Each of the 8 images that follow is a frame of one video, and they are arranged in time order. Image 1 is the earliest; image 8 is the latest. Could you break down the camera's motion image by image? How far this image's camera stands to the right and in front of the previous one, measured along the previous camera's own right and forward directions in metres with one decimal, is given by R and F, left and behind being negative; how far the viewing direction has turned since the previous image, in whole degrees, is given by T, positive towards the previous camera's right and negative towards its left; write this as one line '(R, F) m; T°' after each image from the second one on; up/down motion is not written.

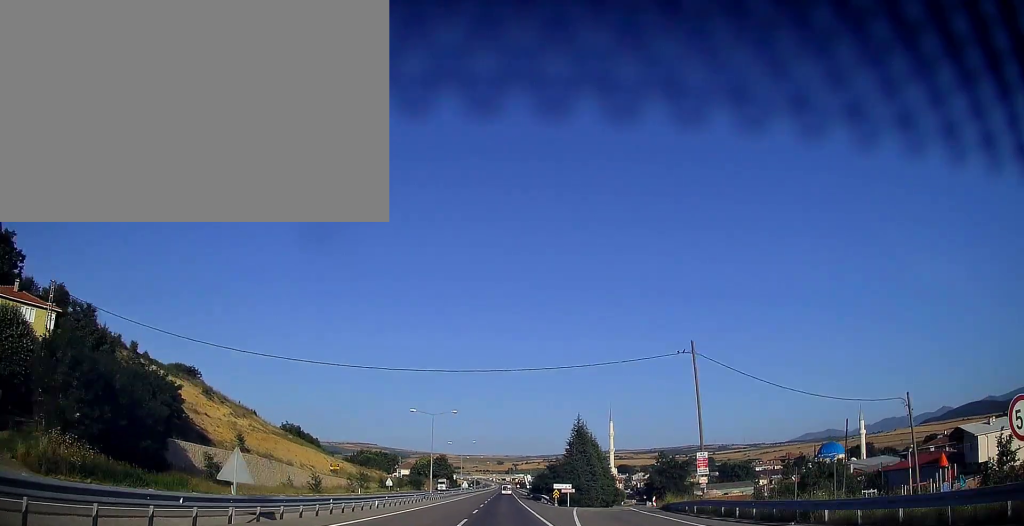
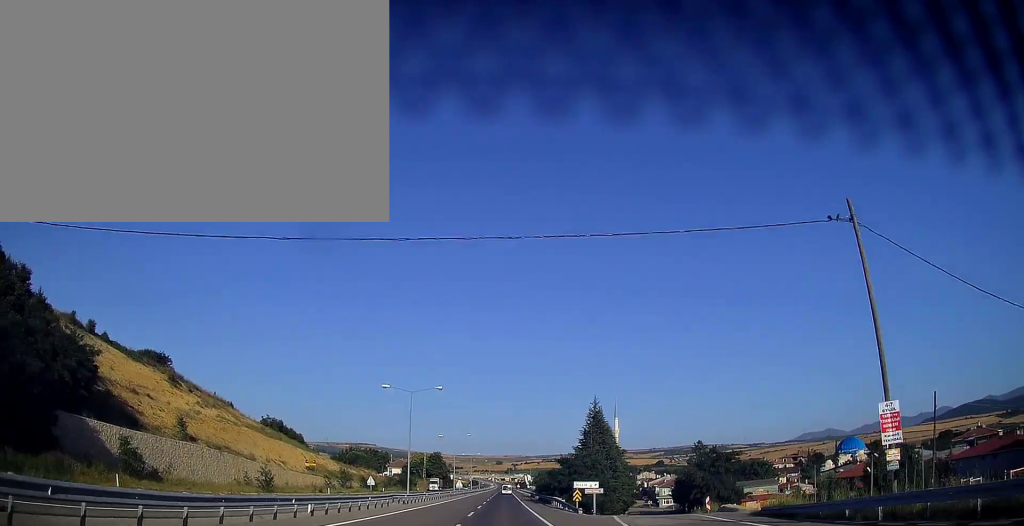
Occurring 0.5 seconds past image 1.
(-0.2, +16.5) m; 0°
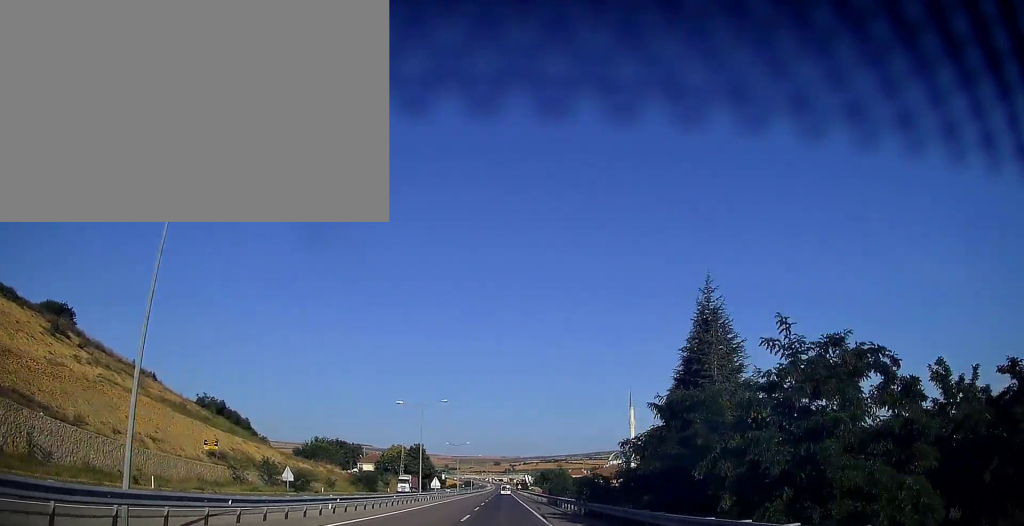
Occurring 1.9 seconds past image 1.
(+0.4, +41.0) m; +1°
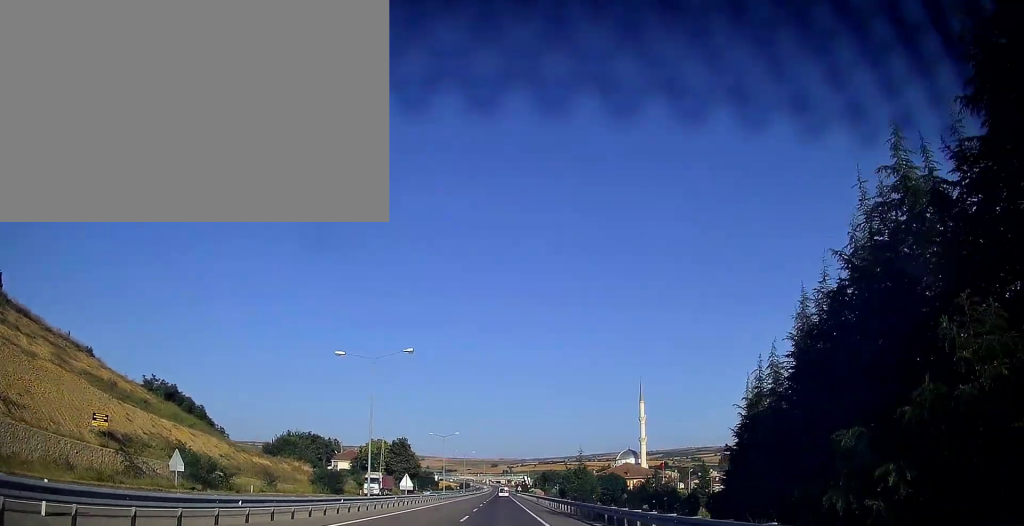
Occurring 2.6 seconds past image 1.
(0.0, +23.3) m; 0°
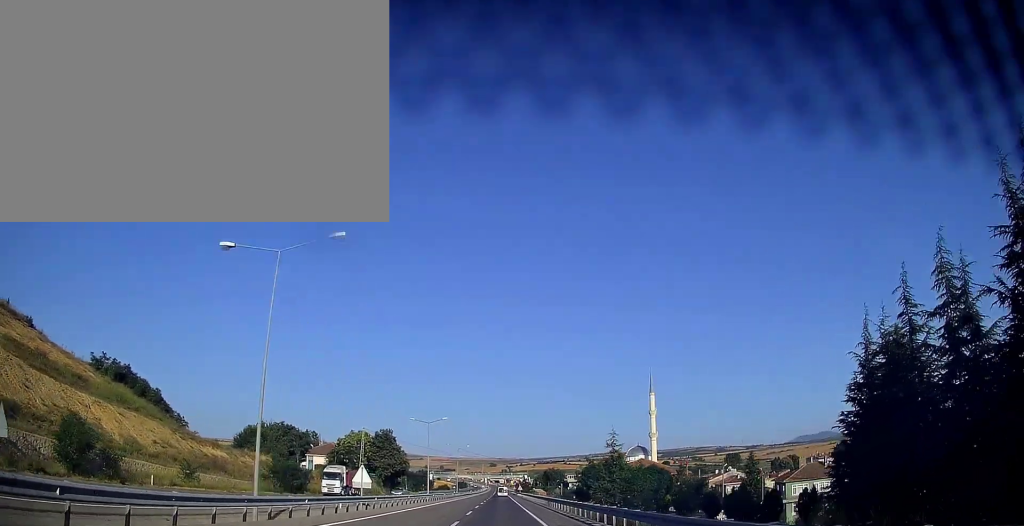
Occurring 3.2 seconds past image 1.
(+0.1, +18.2) m; 0°
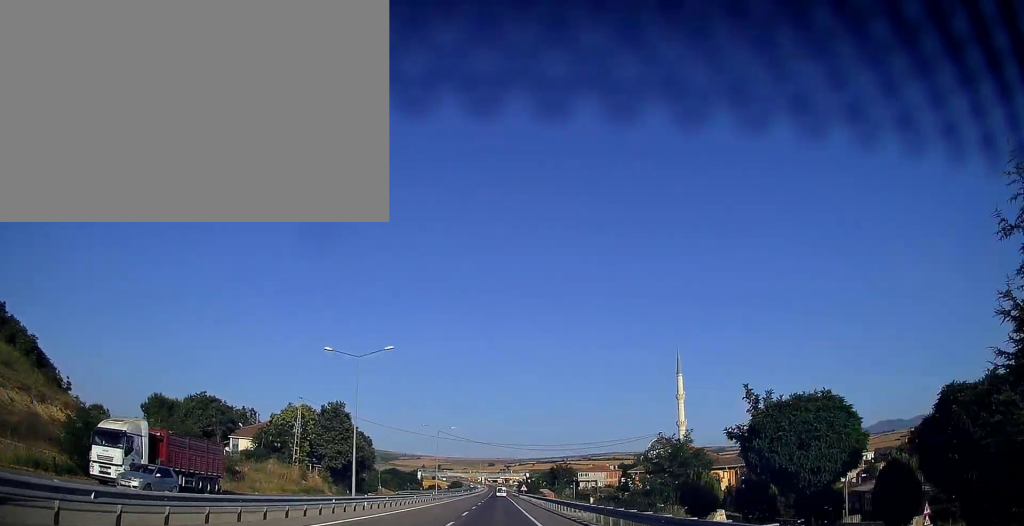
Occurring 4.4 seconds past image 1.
(+0.1, +36.2) m; 0°
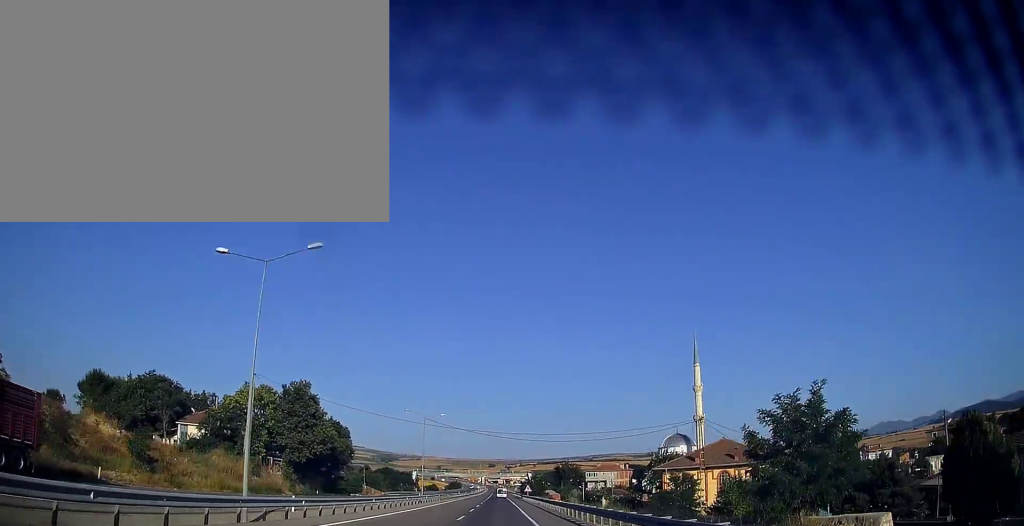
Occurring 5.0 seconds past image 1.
(0.0, +16.1) m; 0°
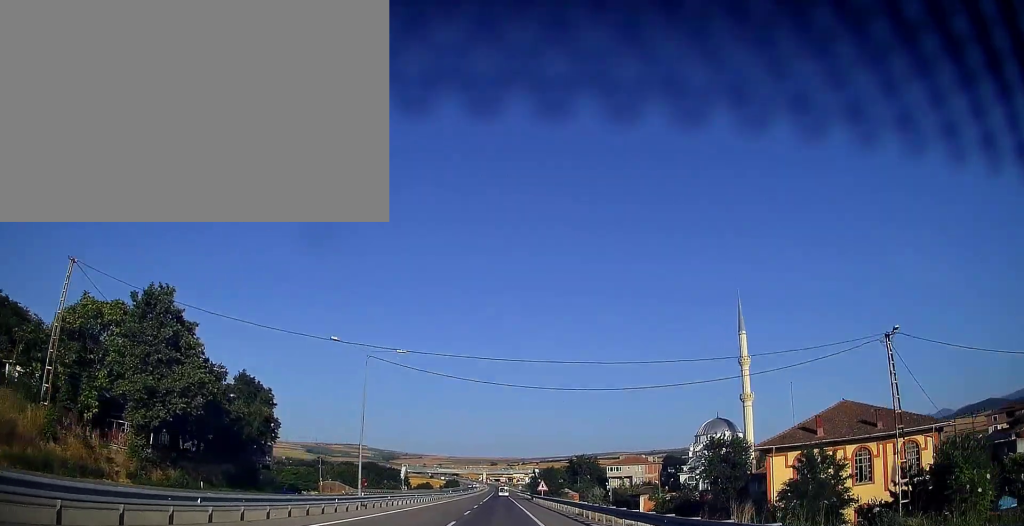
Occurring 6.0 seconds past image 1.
(0.0, +32.2) m; 0°
